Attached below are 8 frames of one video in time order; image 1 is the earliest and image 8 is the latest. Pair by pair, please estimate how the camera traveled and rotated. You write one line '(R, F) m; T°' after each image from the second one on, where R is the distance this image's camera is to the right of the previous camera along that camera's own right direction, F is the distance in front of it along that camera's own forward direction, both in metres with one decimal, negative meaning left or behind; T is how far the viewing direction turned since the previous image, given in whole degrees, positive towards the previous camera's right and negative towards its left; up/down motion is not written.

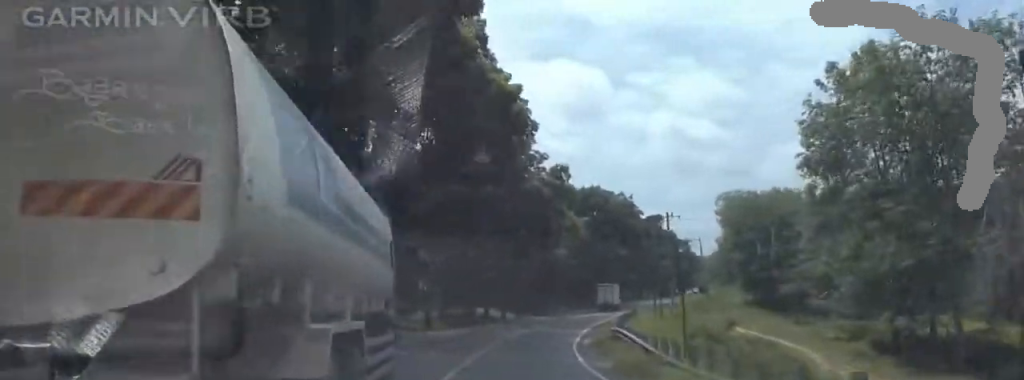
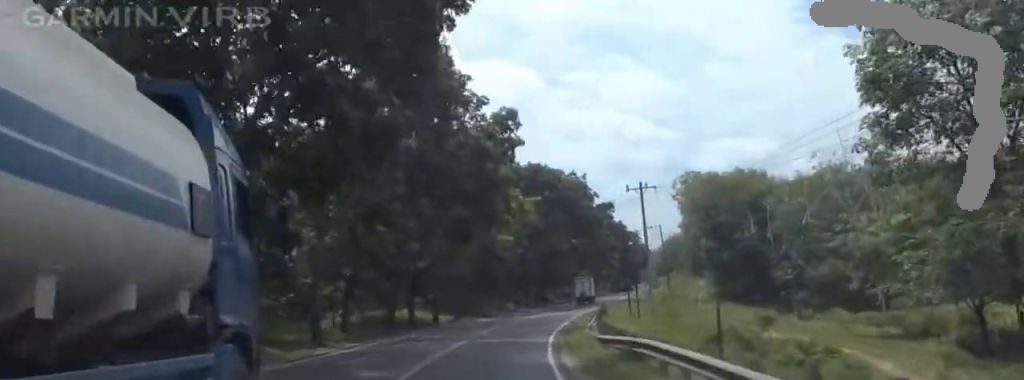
(+0.7, +13.7) m; -1°
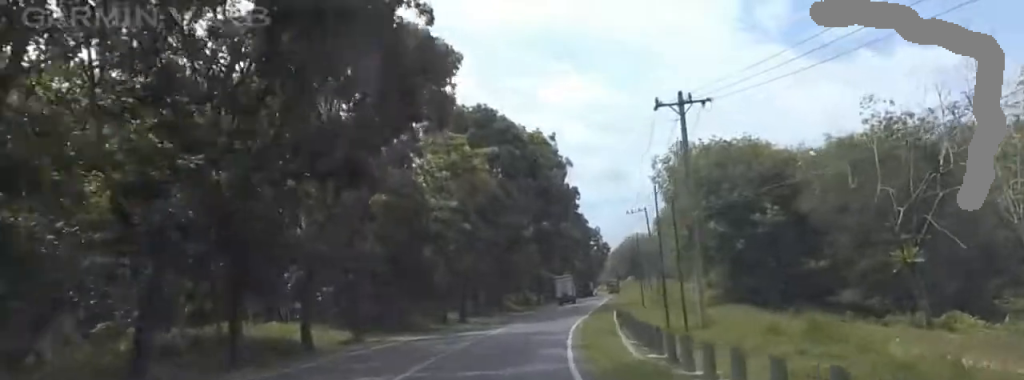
(-1.4, +21.6) m; +1°
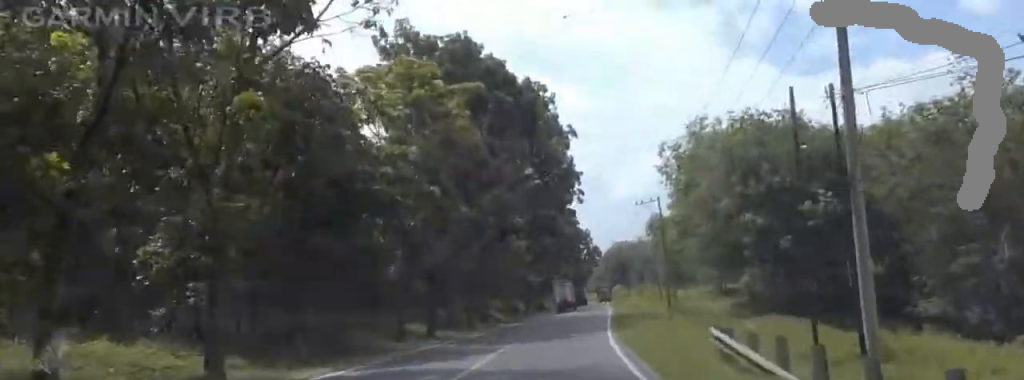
(+1.4, +13.8) m; +6°
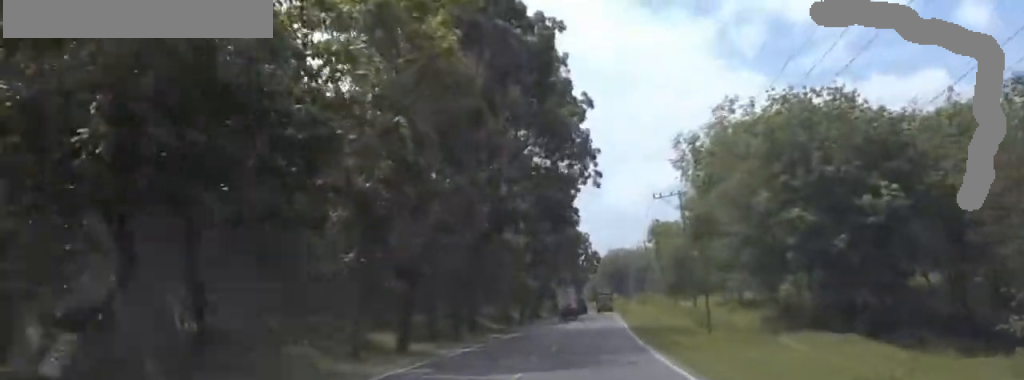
(0.0, +9.5) m; +2°
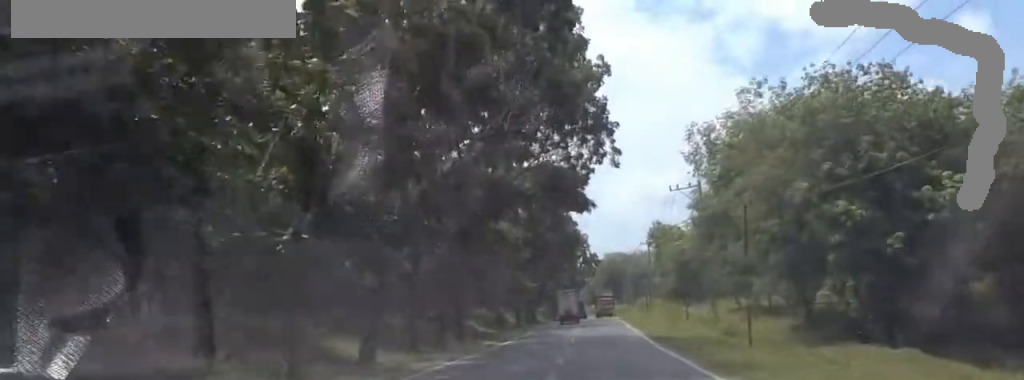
(+0.1, +7.2) m; +3°
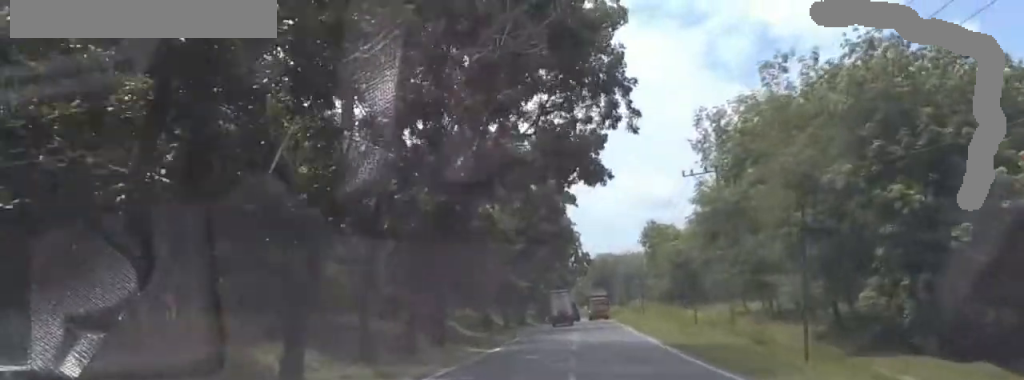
(0.0, +7.2) m; +2°
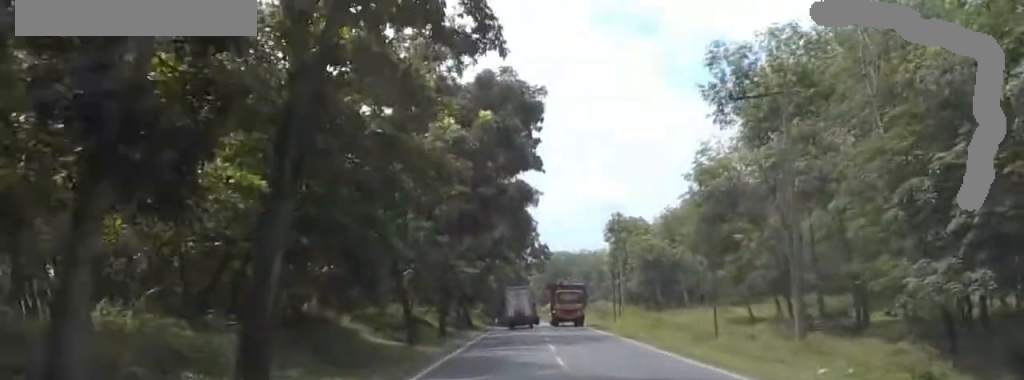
(+0.4, +19.5) m; 0°
